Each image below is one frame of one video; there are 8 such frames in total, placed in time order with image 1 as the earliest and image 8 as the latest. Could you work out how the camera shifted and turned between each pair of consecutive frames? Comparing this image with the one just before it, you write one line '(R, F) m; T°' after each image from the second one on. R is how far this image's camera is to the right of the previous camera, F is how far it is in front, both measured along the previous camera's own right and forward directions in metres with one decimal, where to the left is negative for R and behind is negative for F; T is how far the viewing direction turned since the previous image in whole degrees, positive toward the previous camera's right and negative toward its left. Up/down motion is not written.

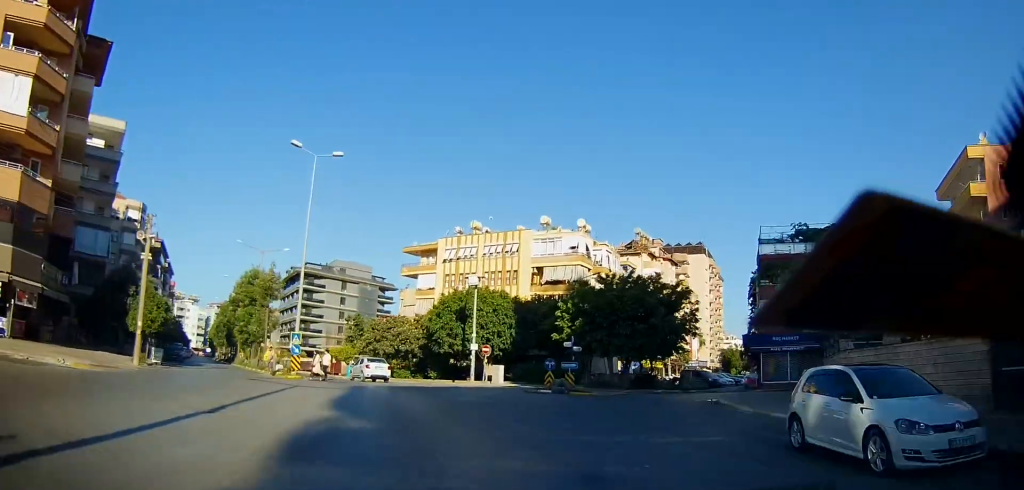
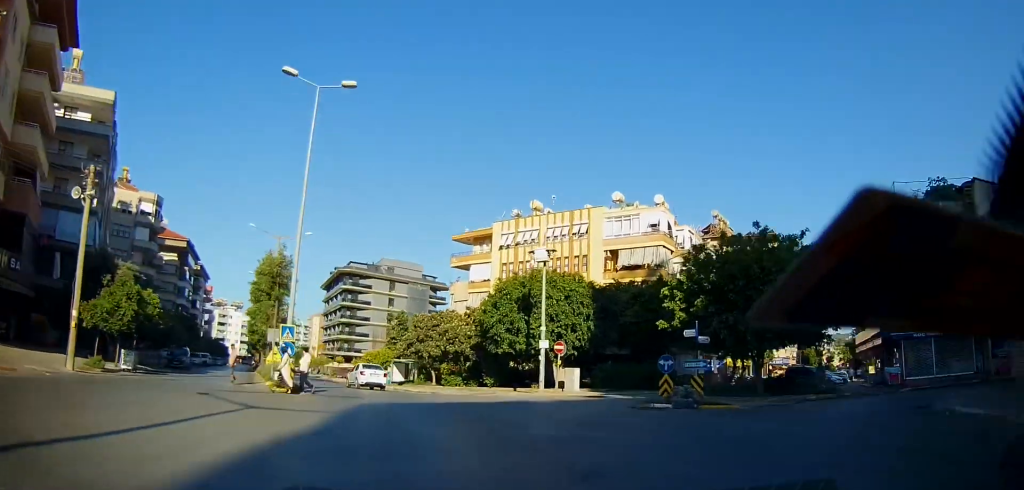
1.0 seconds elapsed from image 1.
(-0.1, +9.3) m; -4°
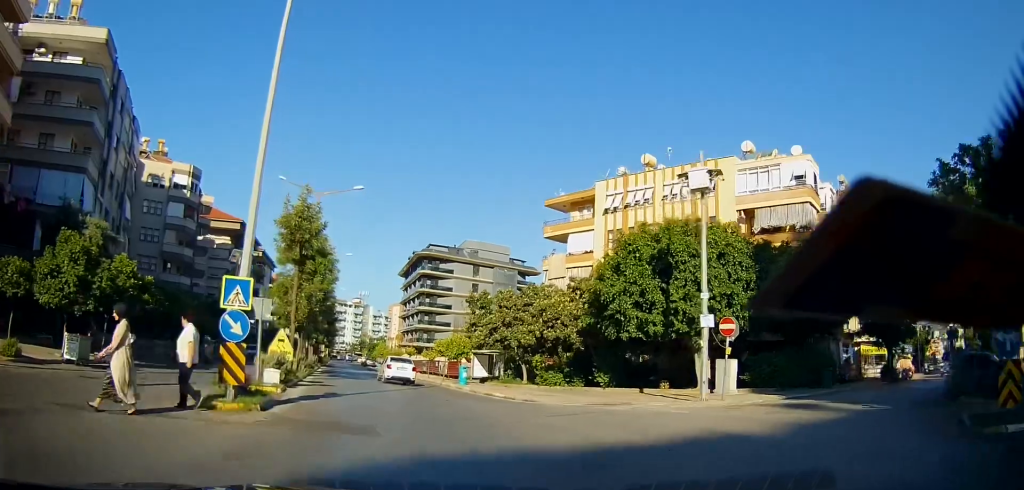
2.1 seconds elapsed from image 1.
(-0.9, +10.5) m; -12°
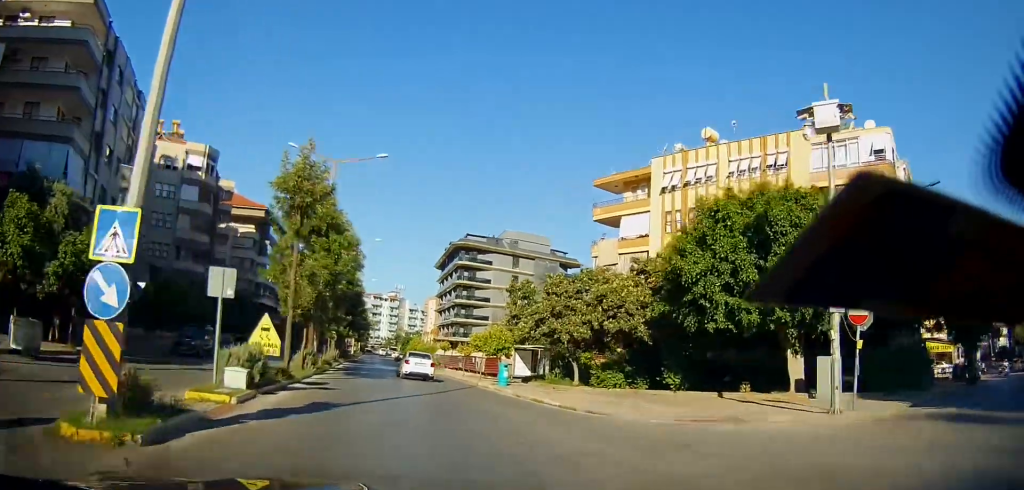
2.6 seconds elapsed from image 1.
(-0.4, +5.0) m; -6°
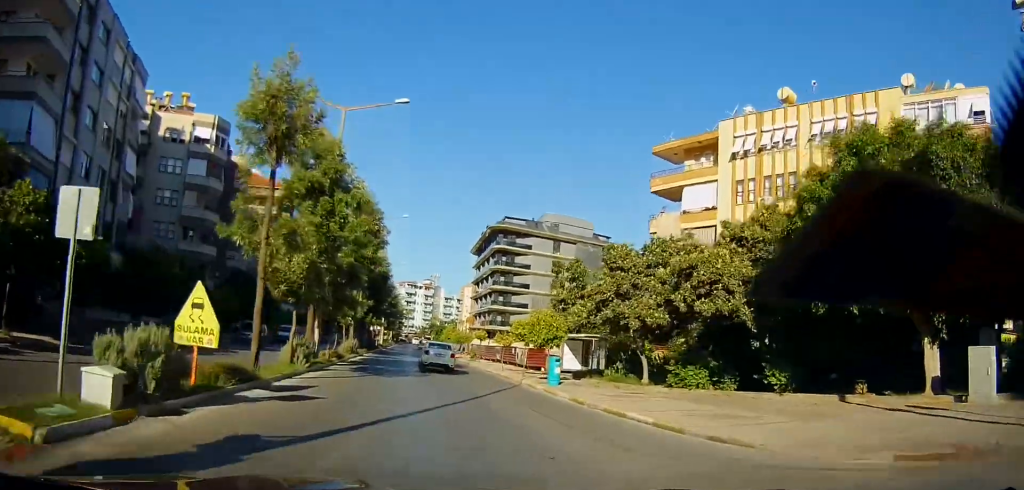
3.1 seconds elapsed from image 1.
(-0.3, +5.9) m; -5°
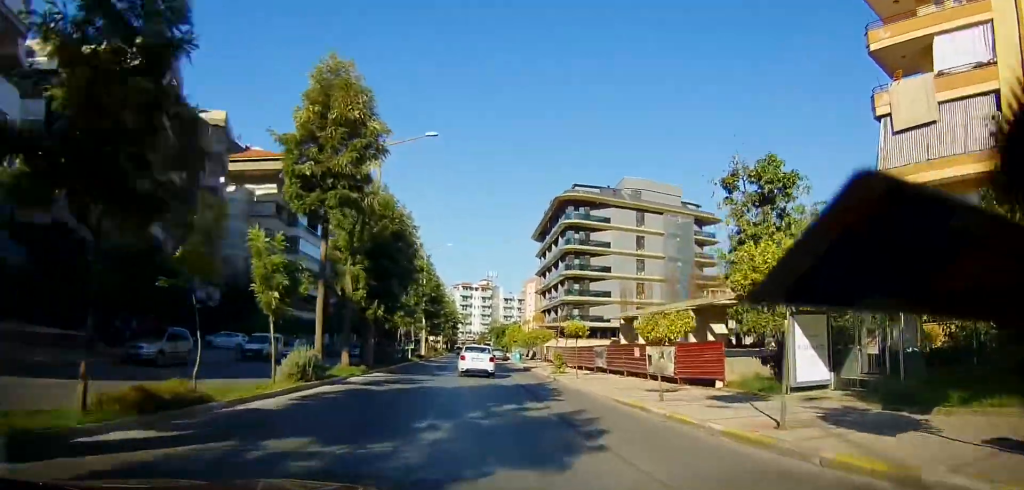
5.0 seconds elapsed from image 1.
(-1.5, +20.1) m; -6°
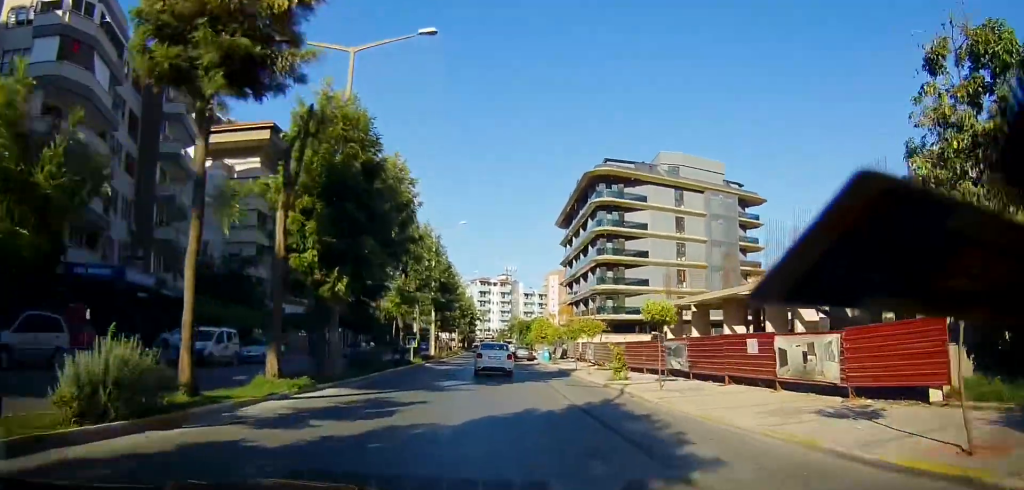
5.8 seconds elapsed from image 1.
(-0.2, +9.6) m; -1°
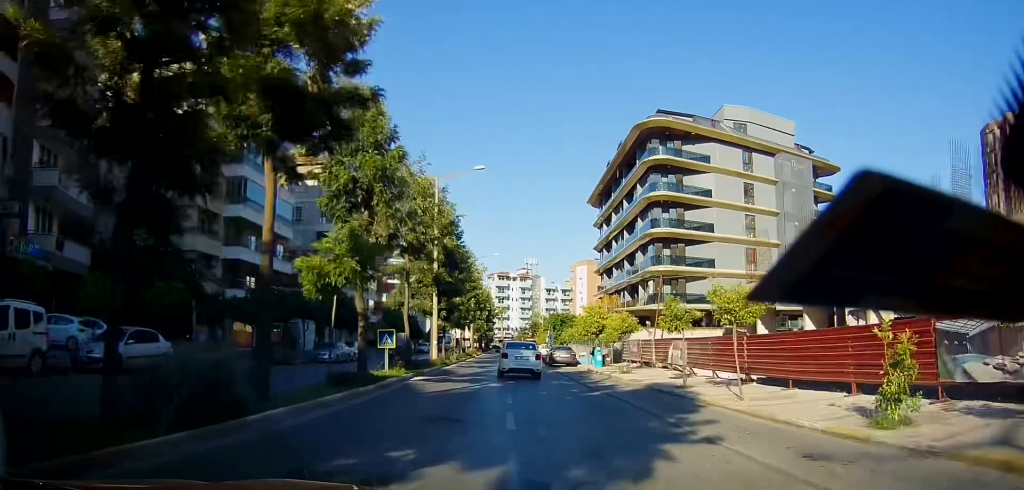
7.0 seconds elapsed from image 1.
(0.0, +14.6) m; 0°
